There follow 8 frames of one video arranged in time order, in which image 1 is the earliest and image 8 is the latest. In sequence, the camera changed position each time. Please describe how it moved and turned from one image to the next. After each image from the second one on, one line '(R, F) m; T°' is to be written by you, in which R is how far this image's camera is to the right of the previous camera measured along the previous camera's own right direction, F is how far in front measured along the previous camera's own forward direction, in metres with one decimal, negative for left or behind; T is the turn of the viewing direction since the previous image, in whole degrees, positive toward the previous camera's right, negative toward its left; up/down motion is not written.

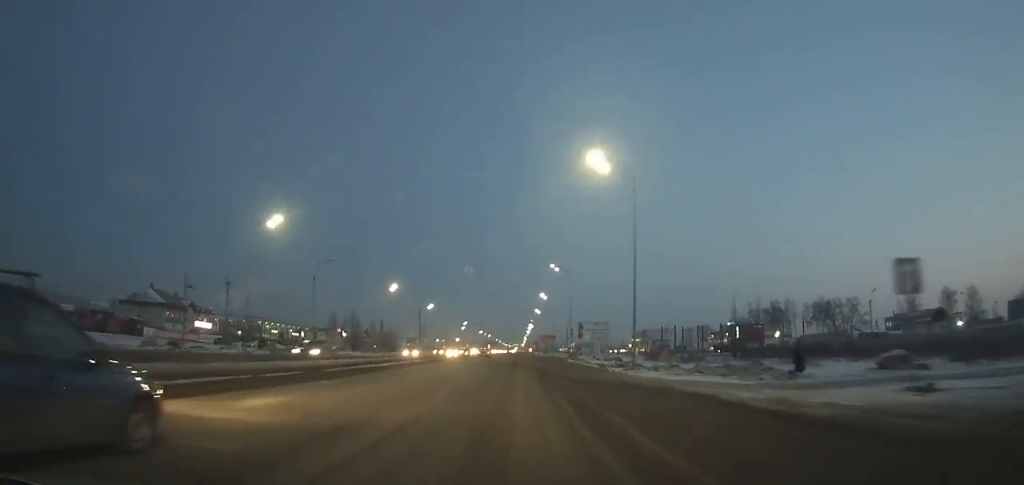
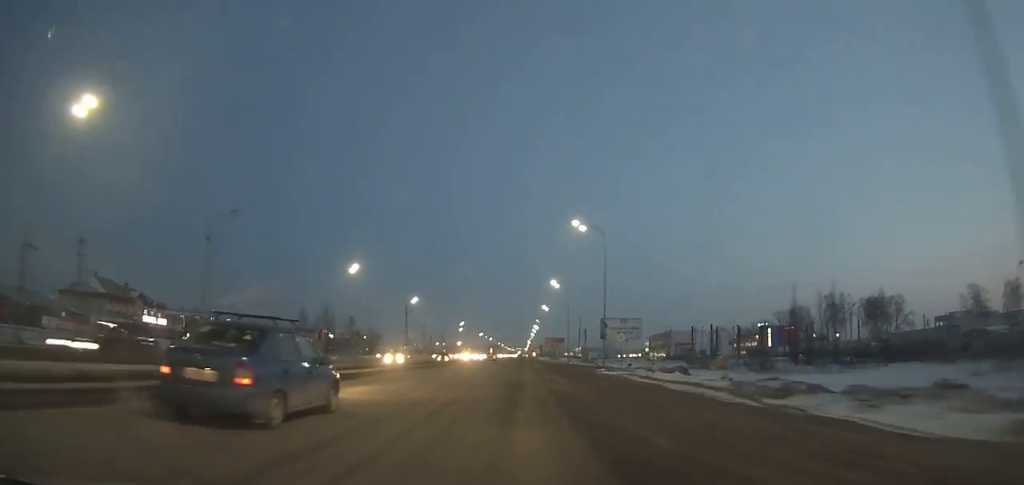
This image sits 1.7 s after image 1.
(-0.1, +26.3) m; 0°
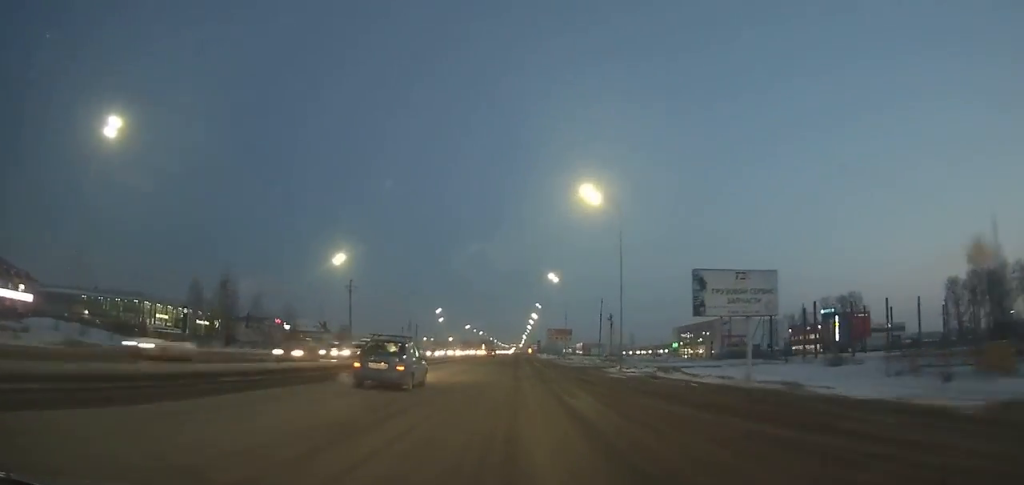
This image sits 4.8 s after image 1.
(0.0, +48.7) m; 0°
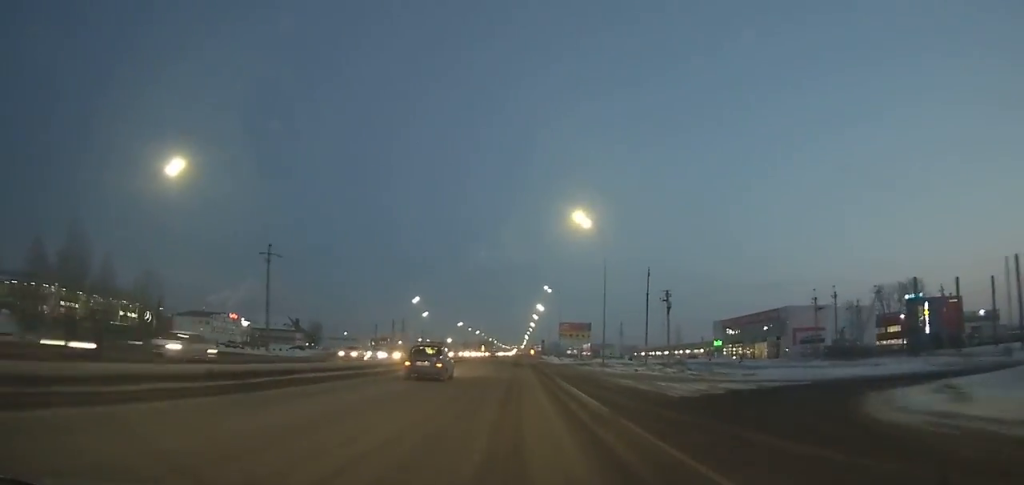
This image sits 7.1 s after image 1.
(0.0, +36.6) m; 0°
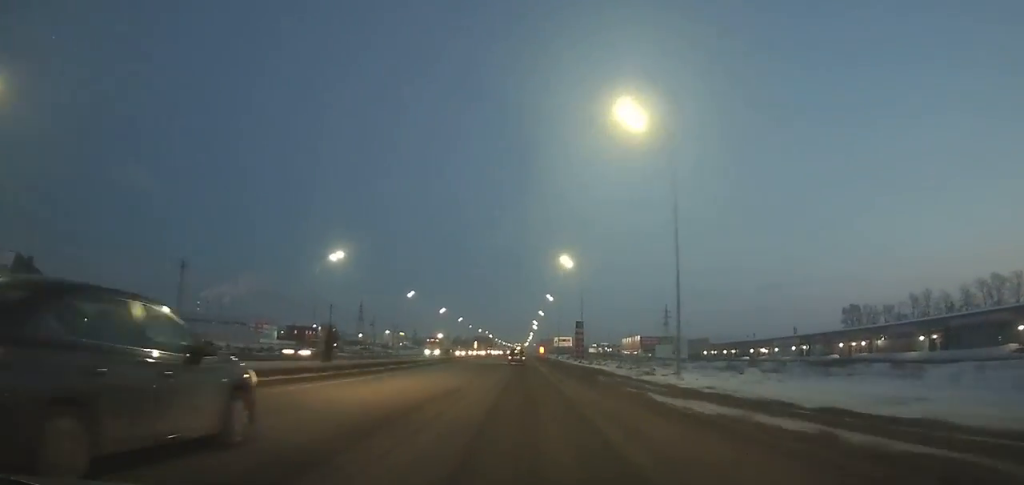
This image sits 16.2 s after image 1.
(-0.3, +146.3) m; 0°
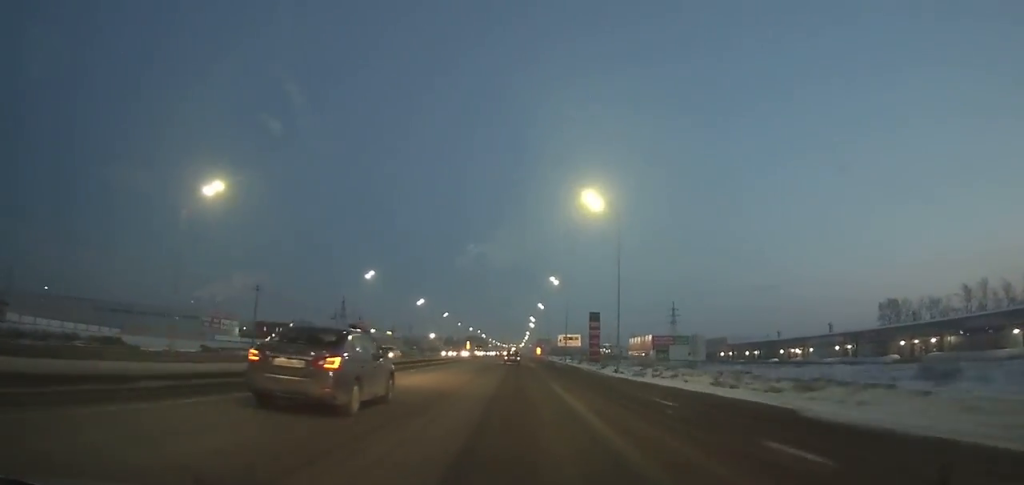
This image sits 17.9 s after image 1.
(0.0, +27.2) m; 0°
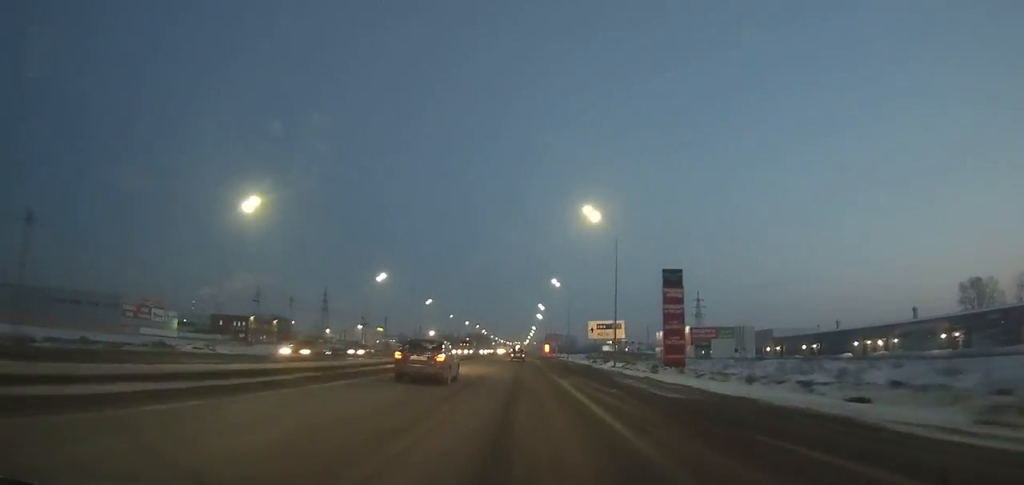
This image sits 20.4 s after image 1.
(0.0, +40.1) m; 0°
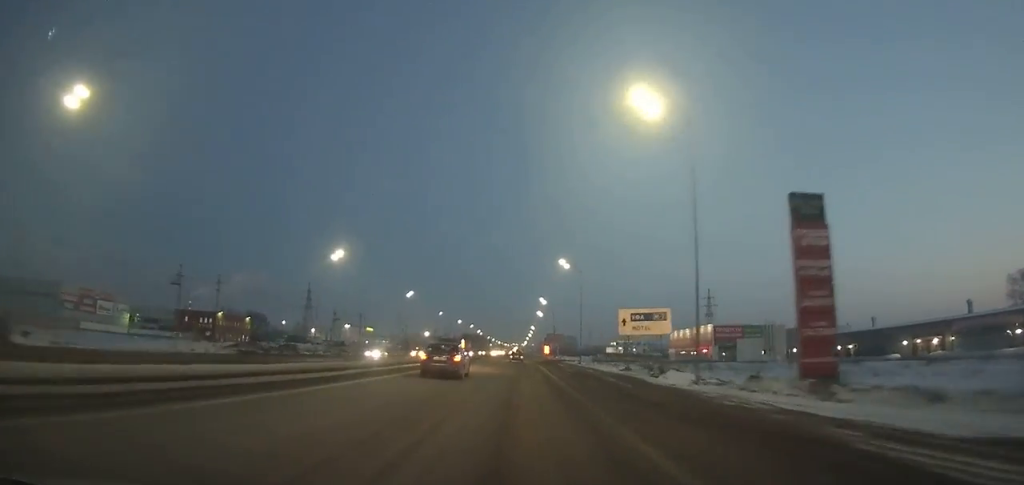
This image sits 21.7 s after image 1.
(-0.1, +20.9) m; 0°
